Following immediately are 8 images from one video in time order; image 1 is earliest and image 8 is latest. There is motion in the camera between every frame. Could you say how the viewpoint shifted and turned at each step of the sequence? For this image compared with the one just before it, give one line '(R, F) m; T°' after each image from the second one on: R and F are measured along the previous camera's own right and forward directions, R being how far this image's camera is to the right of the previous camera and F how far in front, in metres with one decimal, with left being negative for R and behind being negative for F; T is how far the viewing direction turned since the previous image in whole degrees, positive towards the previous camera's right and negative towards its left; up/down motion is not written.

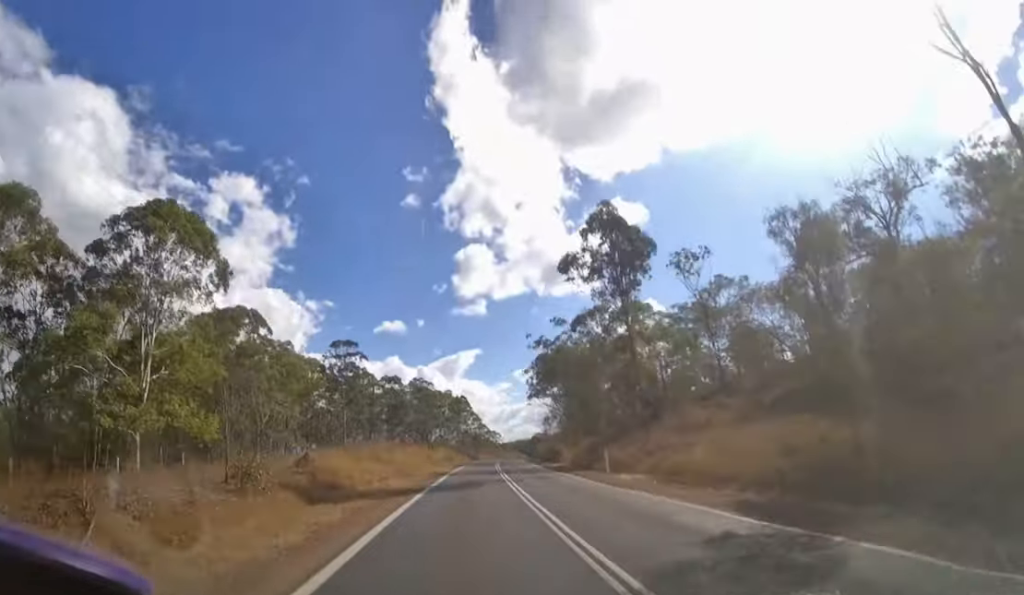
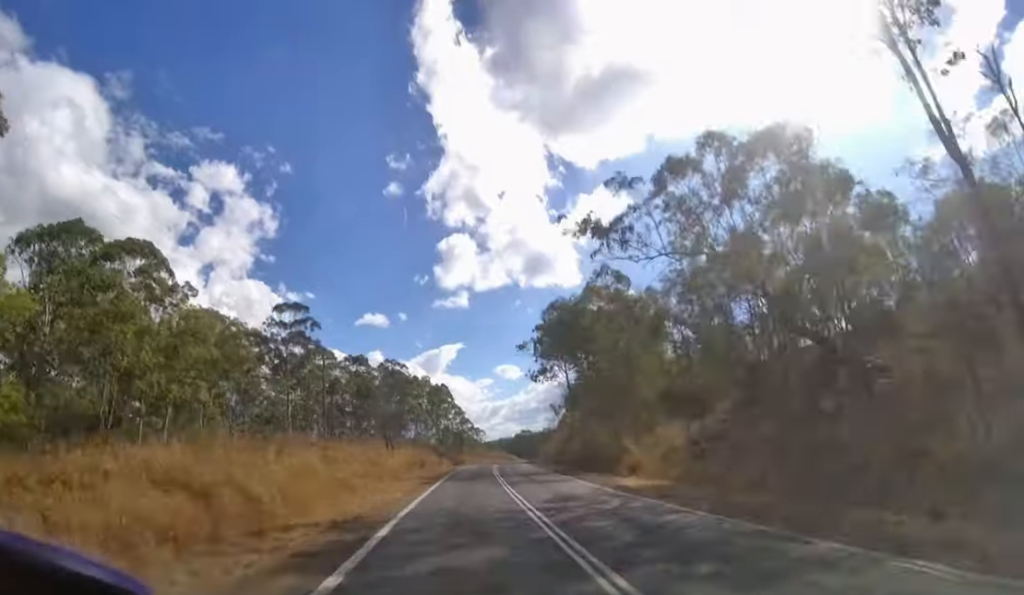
(+0.5, +24.4) m; +2°
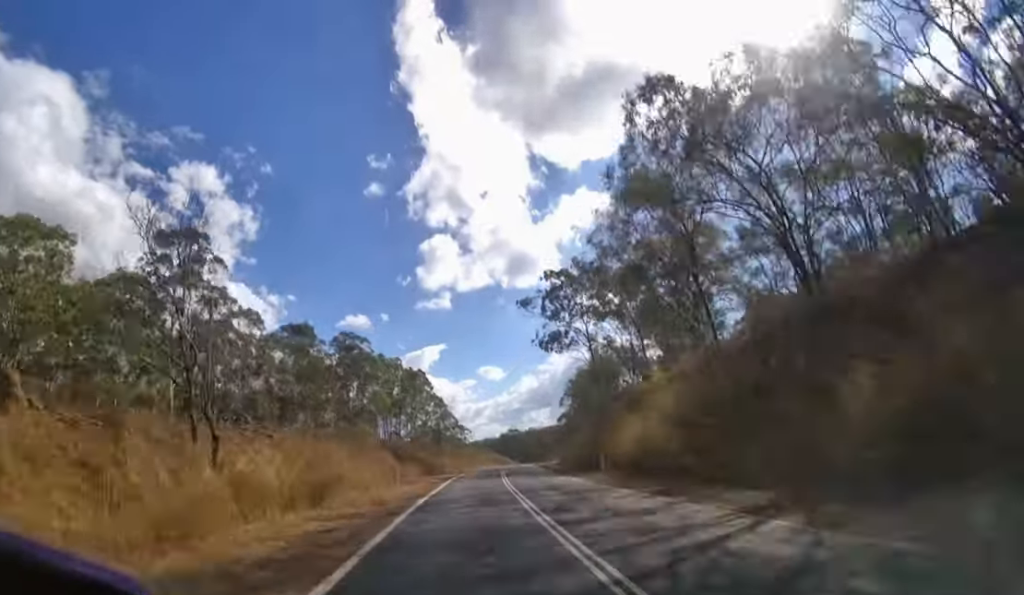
(+0.7, +28.4) m; +3°
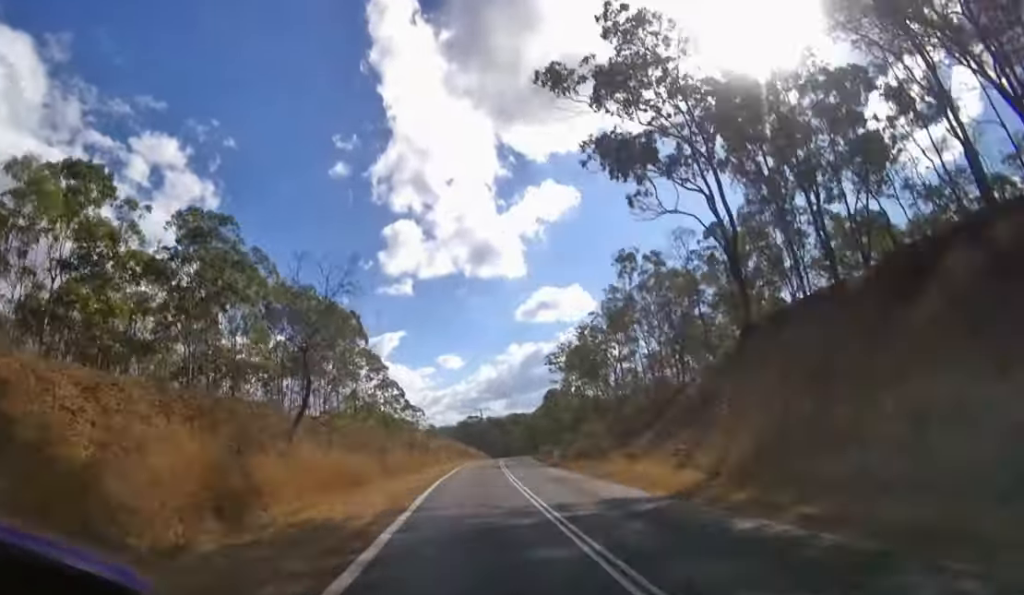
(+1.6, +38.0) m; +5°
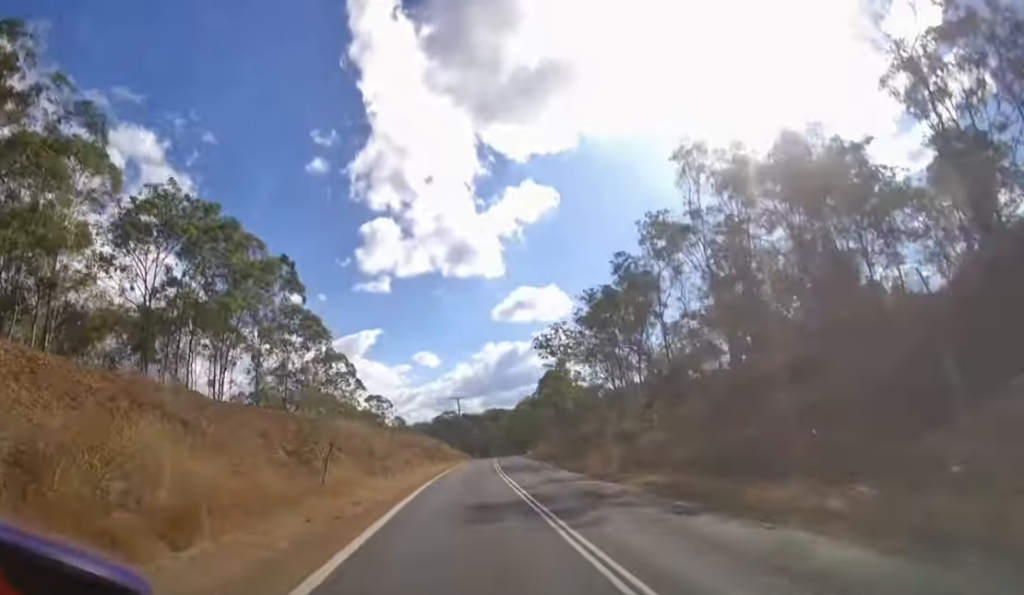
(+0.5, +20.7) m; +2°
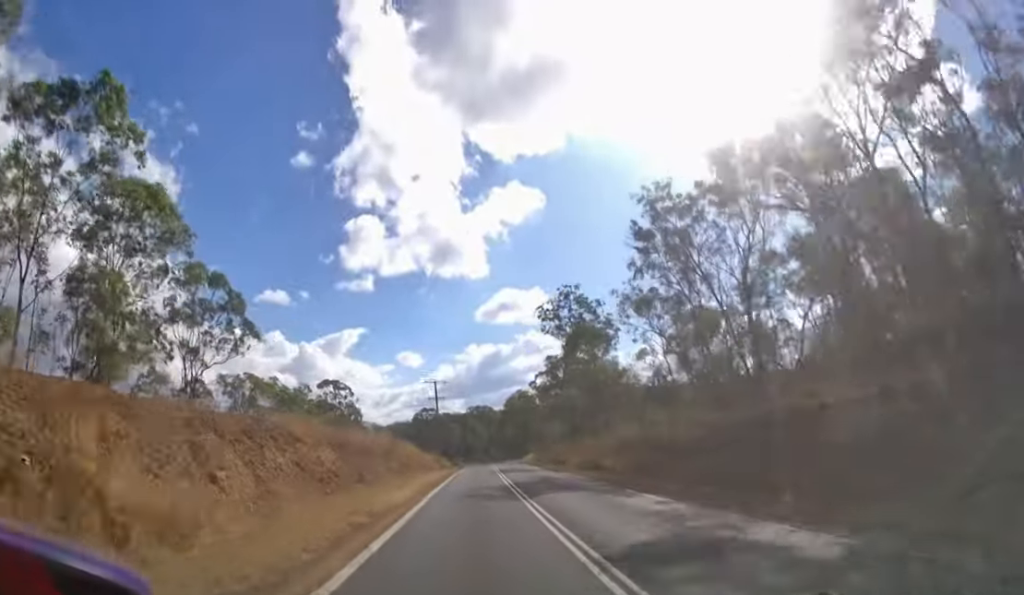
(+0.6, +25.5) m; +2°
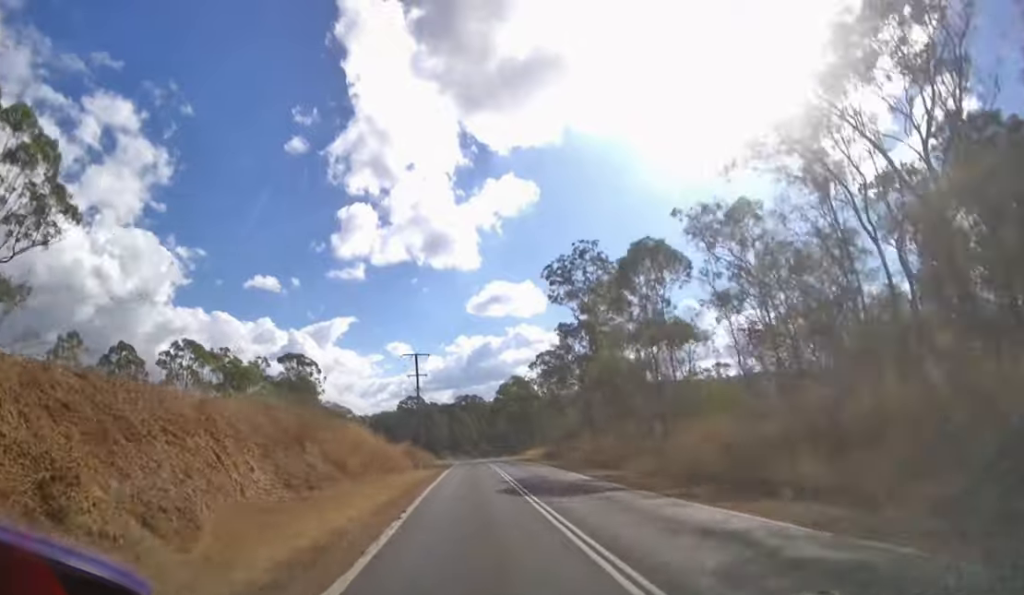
(+0.1, +14.1) m; +1°
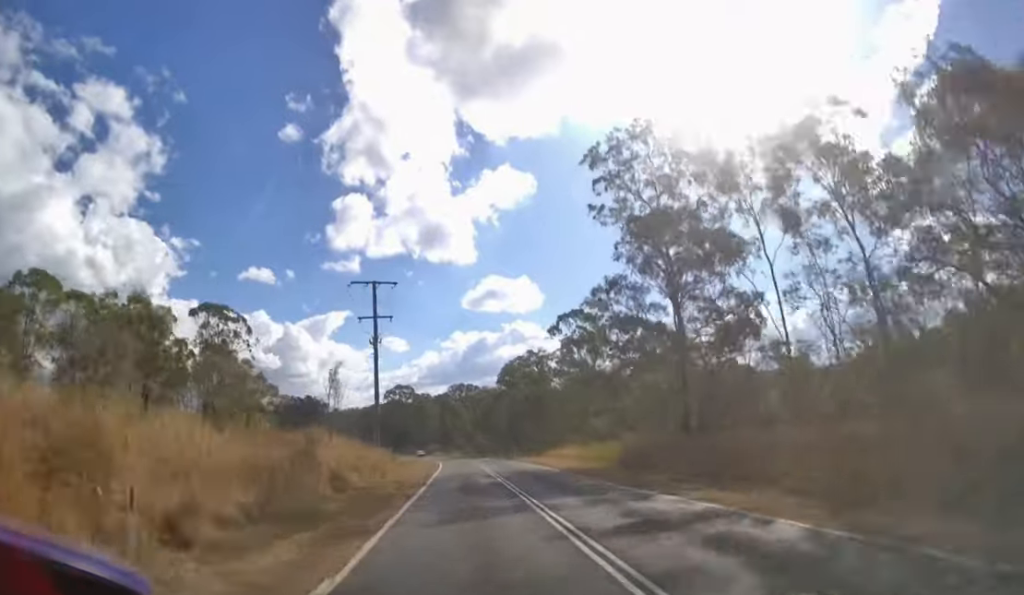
(+0.3, +23.9) m; +1°
